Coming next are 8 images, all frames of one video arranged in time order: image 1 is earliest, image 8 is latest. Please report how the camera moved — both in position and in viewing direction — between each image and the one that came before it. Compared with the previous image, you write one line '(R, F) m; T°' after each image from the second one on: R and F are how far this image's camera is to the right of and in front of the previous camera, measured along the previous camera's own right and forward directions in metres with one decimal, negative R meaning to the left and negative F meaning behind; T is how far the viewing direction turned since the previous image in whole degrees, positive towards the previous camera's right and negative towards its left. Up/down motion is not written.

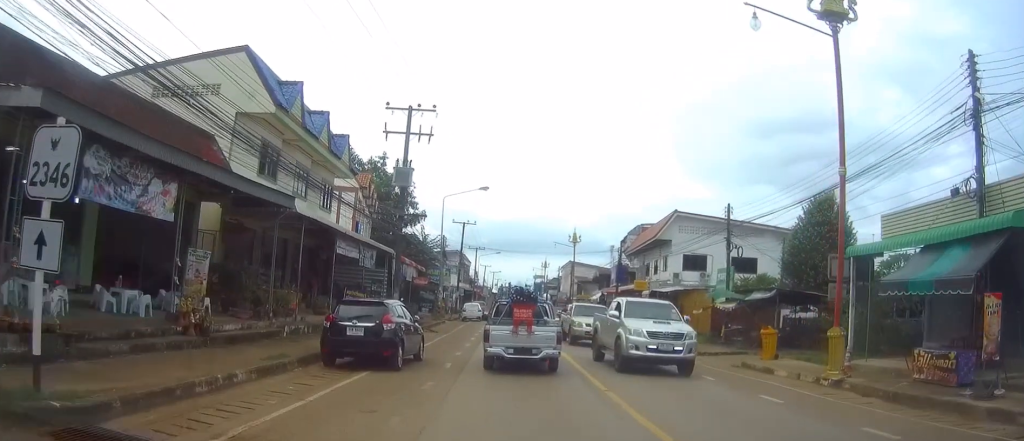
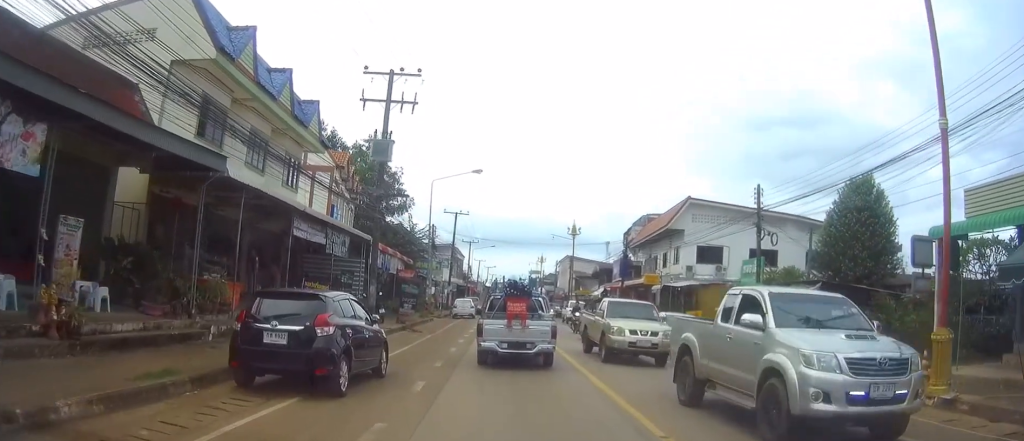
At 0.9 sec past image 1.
(+0.1, +4.8) m; 0°
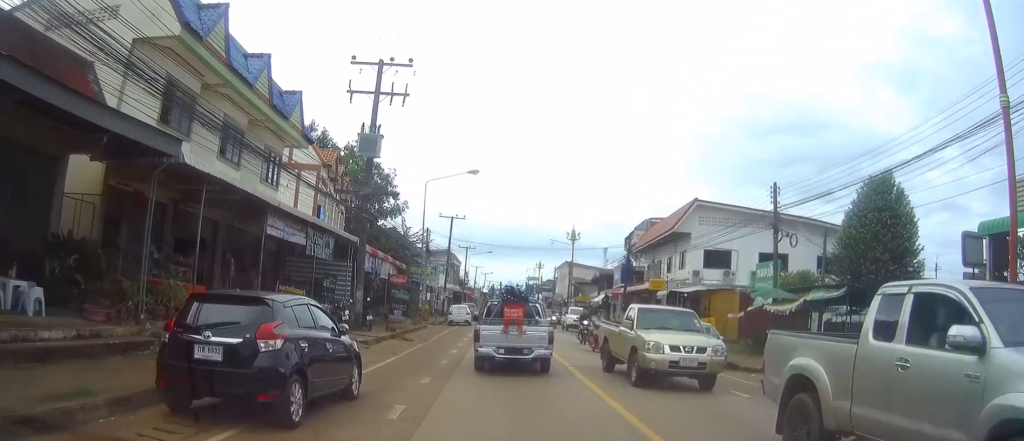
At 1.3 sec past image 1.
(0.0, +2.2) m; -1°
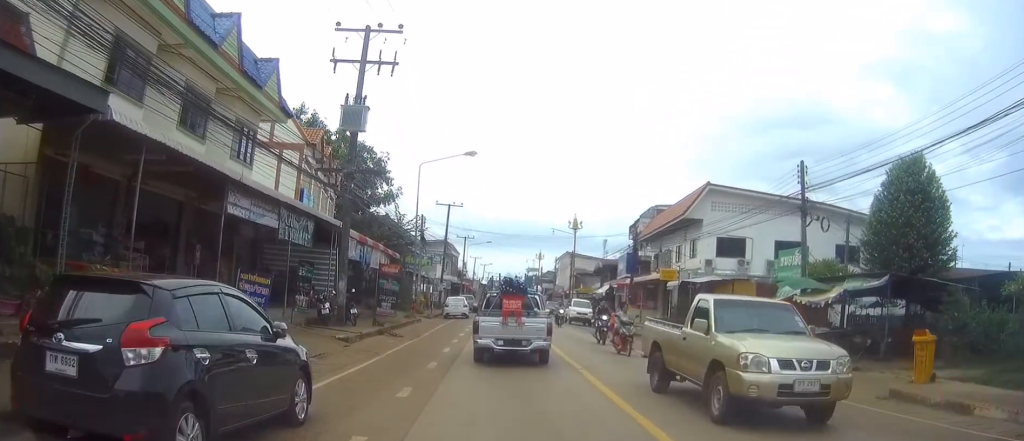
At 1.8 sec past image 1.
(0.0, +3.0) m; -2°
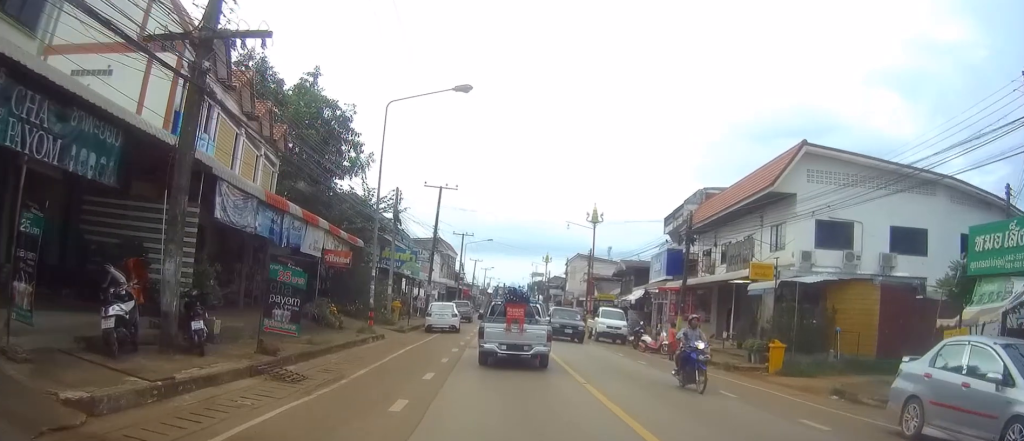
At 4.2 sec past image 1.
(-0.6, +13.0) m; -3°
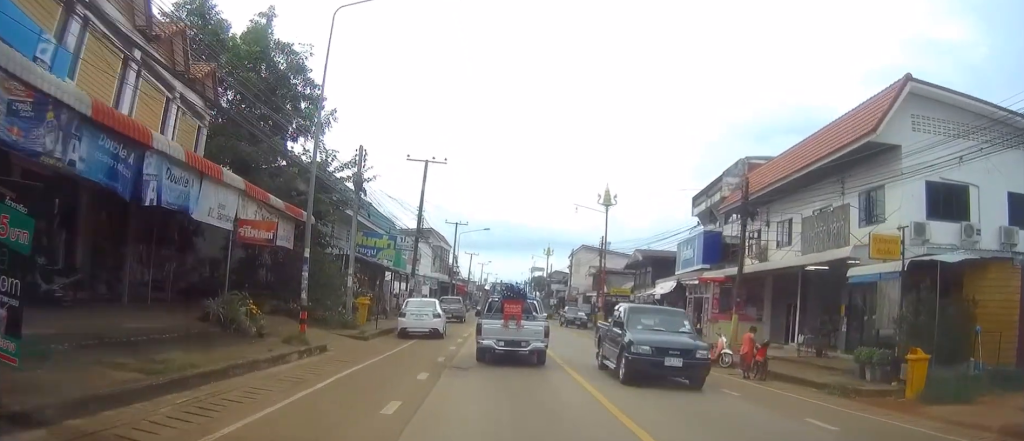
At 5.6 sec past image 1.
(0.0, +7.8) m; +1°
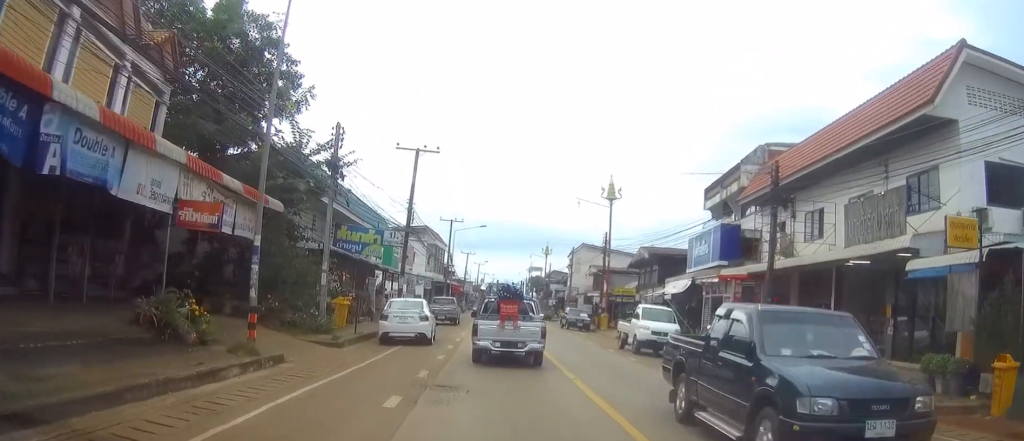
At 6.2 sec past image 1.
(+0.1, +3.0) m; 0°
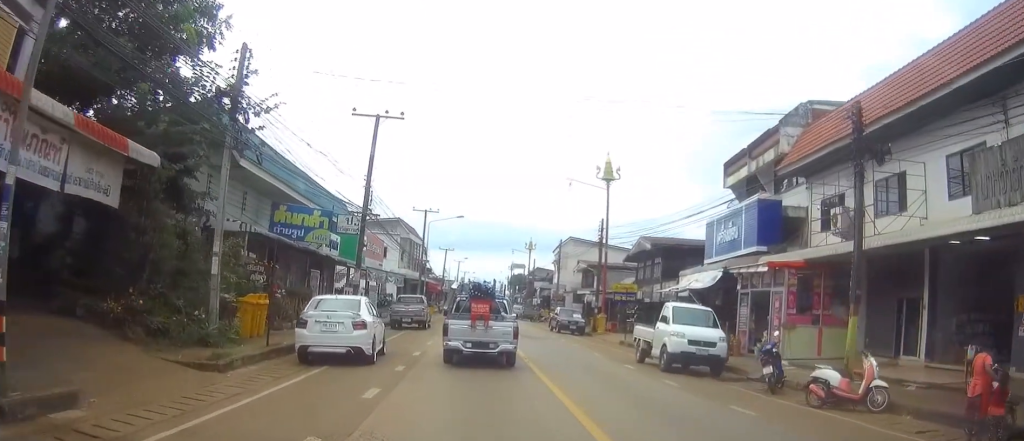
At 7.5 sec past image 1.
(-0.1, +6.1) m; +1°
